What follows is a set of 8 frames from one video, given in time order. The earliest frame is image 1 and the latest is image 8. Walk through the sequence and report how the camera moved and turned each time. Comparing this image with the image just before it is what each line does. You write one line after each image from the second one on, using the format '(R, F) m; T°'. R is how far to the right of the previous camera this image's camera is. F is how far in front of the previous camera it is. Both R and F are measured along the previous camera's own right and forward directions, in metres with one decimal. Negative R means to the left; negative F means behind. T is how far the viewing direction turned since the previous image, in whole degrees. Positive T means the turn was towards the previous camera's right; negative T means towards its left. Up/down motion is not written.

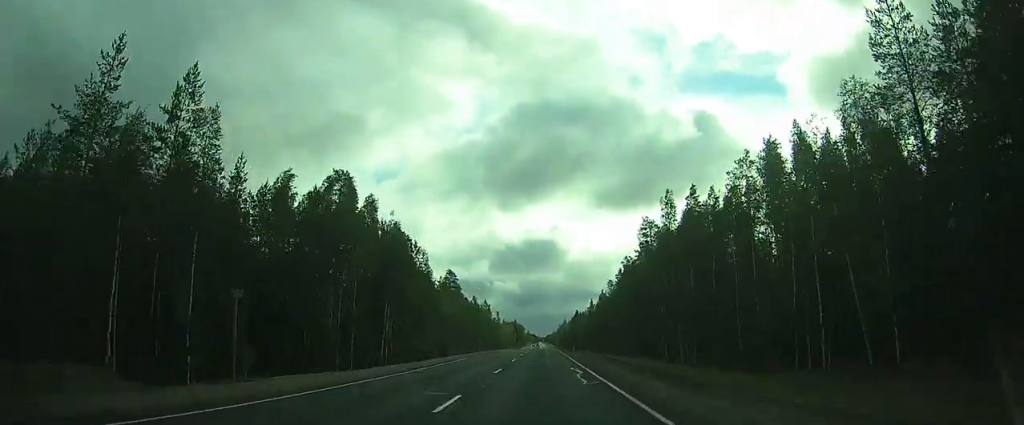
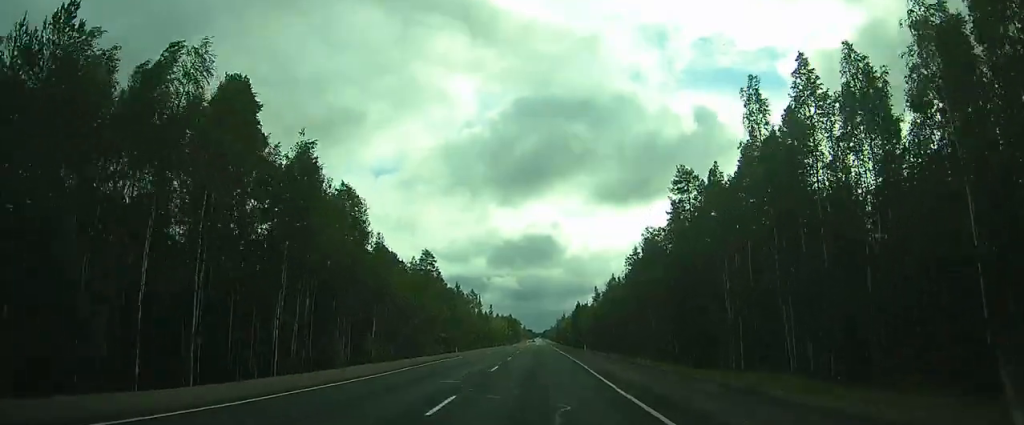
(0.0, +24.3) m; 0°
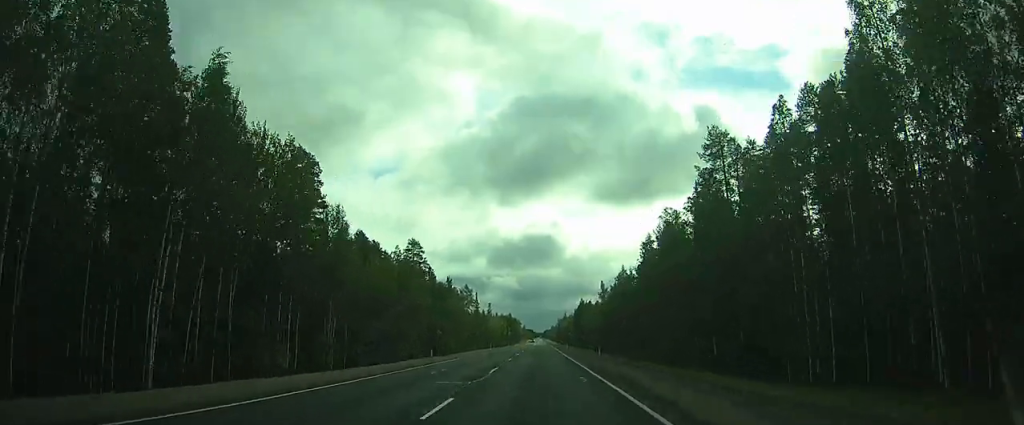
(-0.1, +12.1) m; 0°
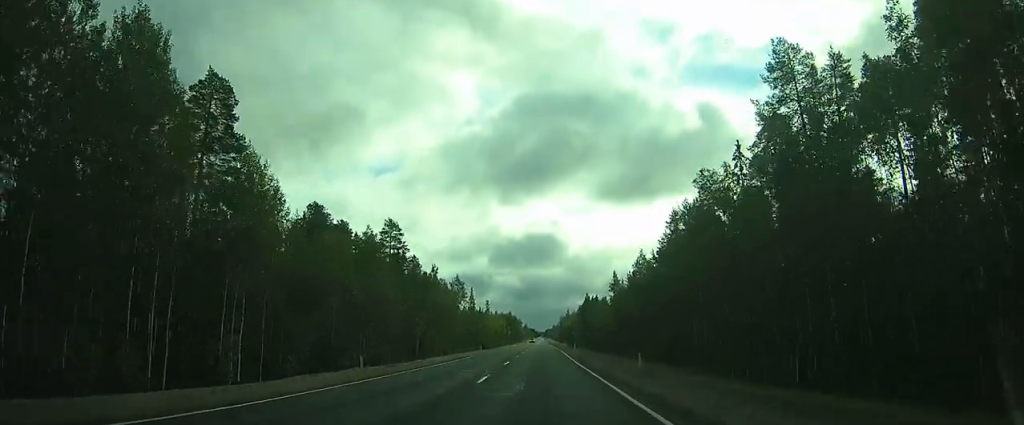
(-0.1, +15.9) m; 0°
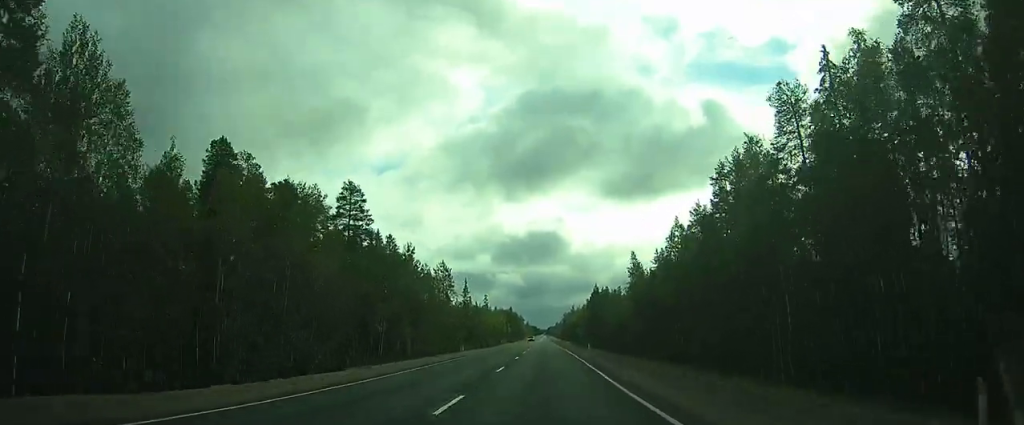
(0.0, +18.9) m; 0°
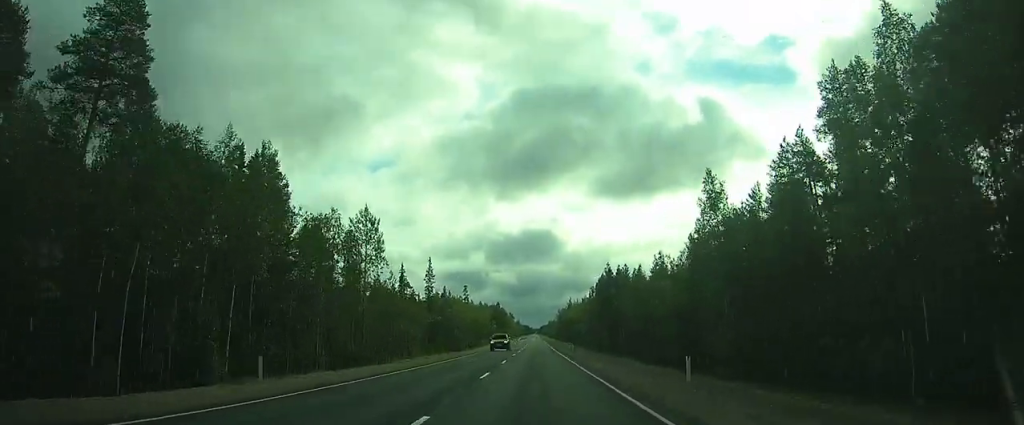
(+0.4, +38.3) m; +2°
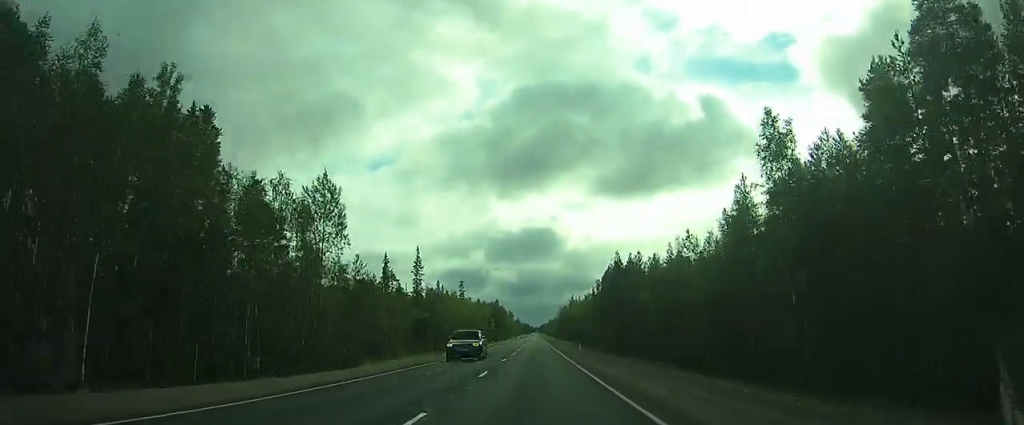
(0.0, +11.2) m; +1°
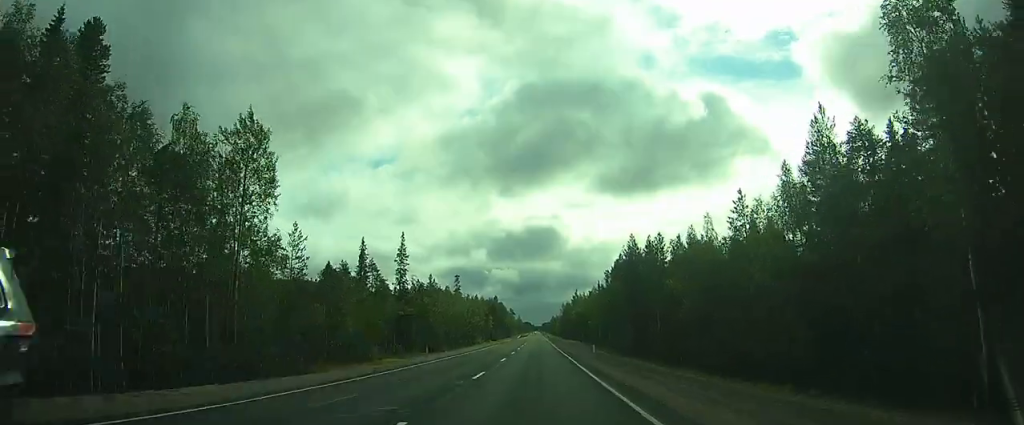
(+0.1, +12.6) m; 0°
